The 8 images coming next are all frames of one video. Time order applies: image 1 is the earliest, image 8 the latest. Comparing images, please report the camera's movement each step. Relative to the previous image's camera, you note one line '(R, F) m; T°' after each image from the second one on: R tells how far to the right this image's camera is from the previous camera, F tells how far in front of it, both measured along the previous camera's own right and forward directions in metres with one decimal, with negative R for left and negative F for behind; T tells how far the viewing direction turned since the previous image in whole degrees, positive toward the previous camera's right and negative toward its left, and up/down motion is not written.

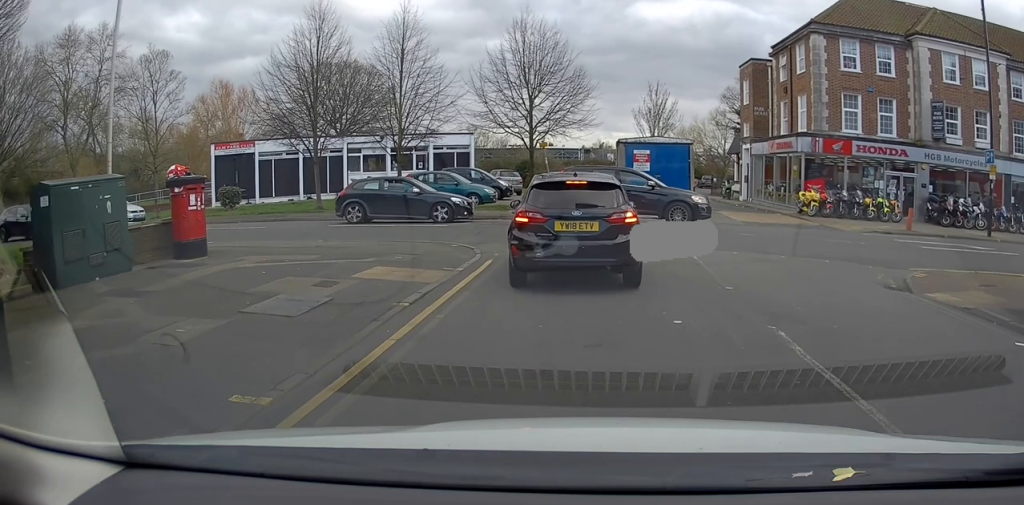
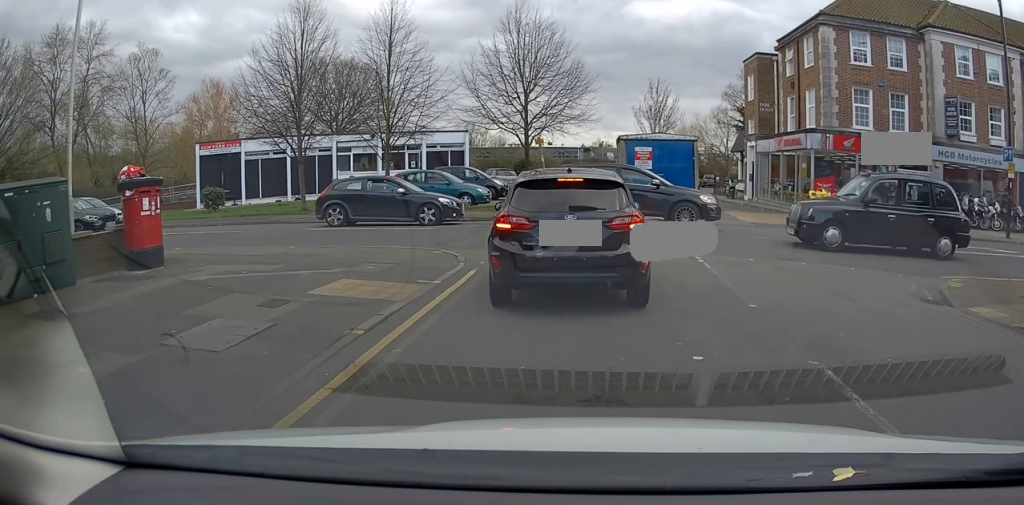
(0.0, +2.1) m; 0°
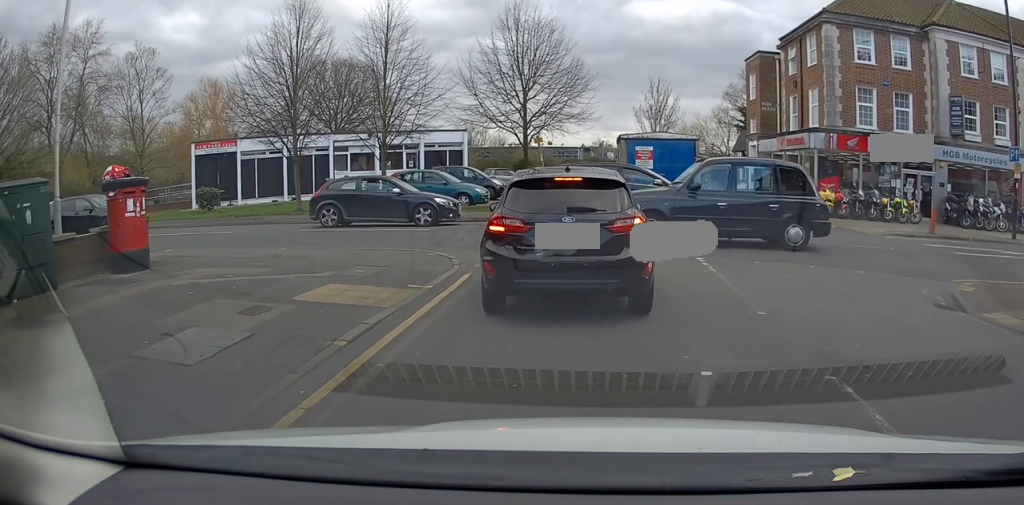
(0.0, +0.7) m; 0°
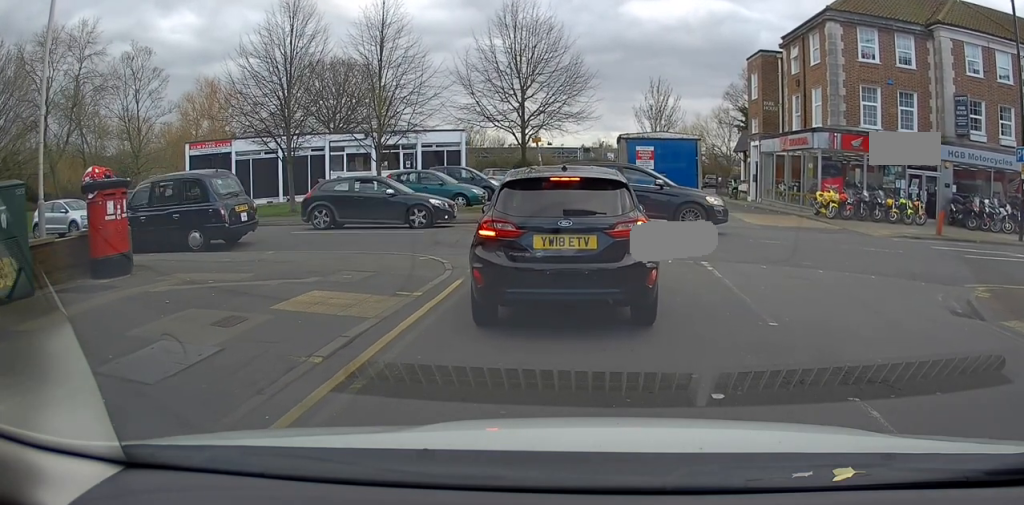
(-0.1, +0.8) m; 0°
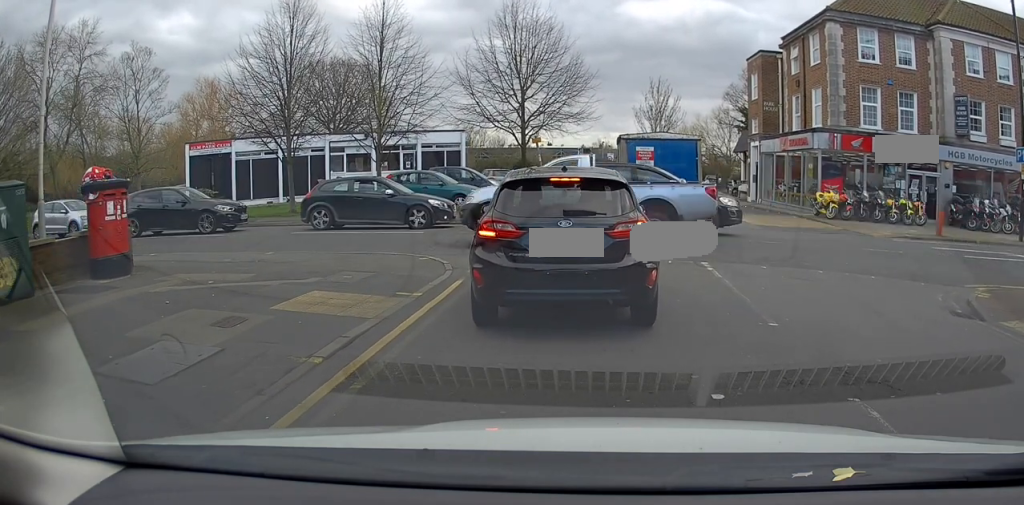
(0.0, 0.0) m; 0°
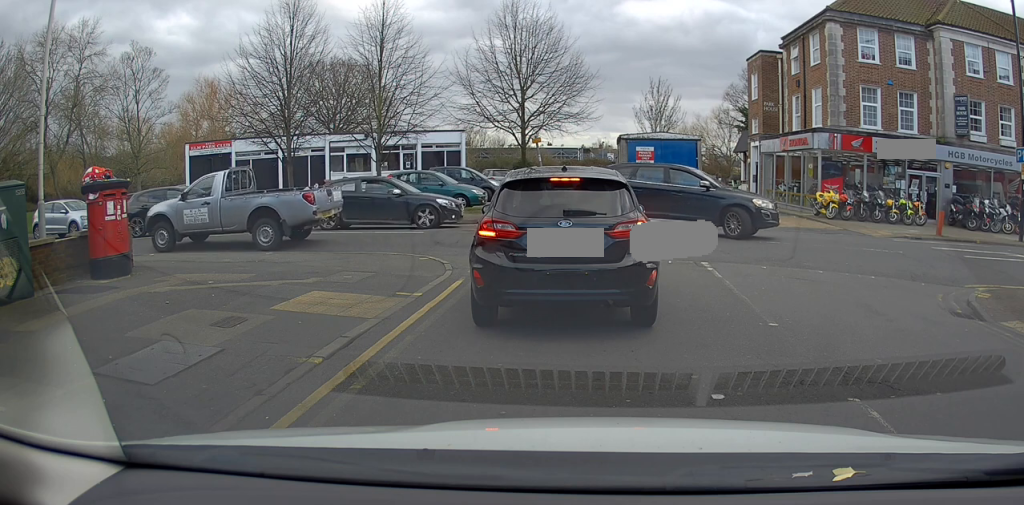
(0.0, 0.0) m; 0°
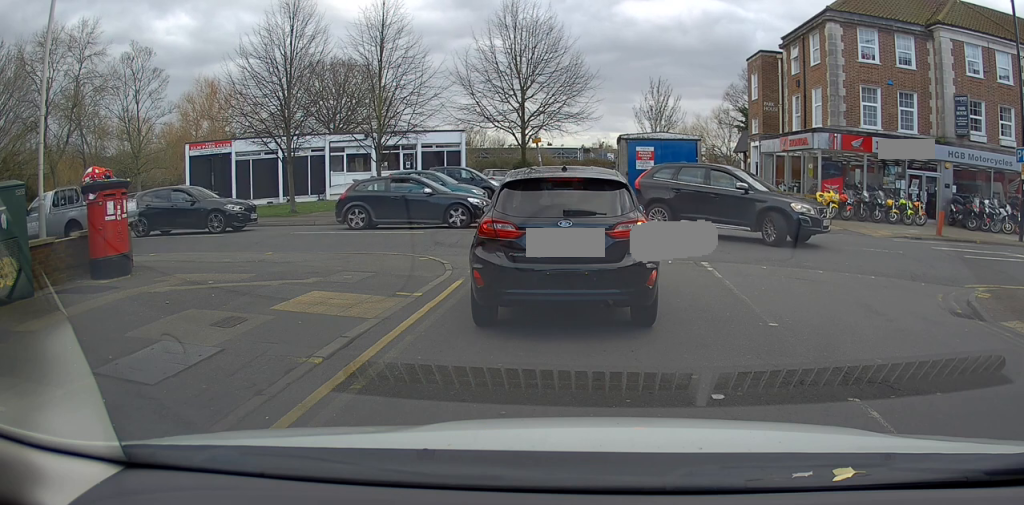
(0.0, 0.0) m; 0°
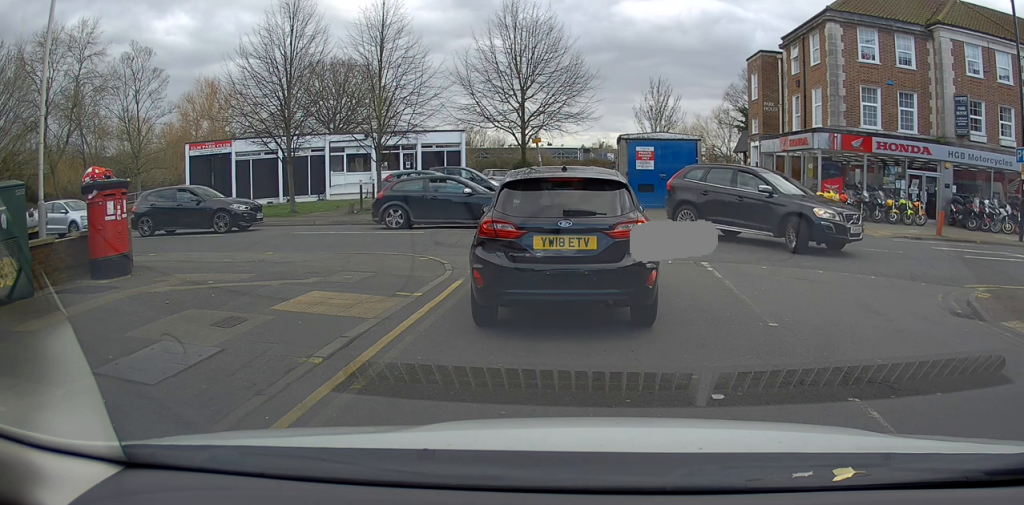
(0.0, 0.0) m; 0°
